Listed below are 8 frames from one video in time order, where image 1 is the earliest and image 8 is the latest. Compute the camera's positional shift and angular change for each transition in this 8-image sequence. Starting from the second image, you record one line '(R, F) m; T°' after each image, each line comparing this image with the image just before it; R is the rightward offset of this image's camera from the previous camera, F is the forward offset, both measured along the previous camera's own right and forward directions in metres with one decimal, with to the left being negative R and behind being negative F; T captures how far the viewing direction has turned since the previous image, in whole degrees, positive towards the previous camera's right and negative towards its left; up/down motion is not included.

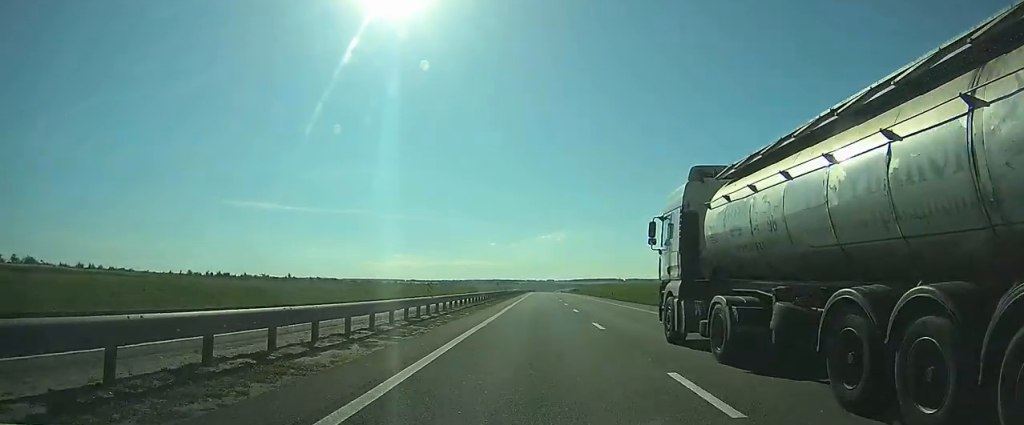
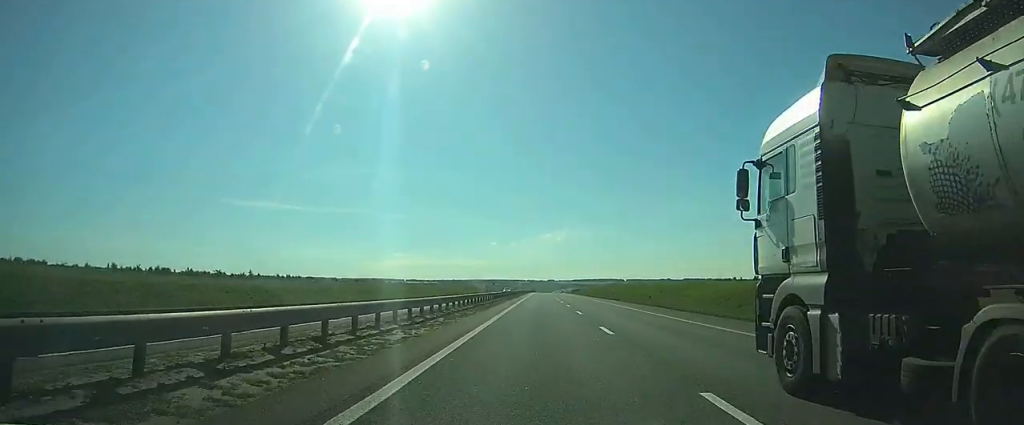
(+0.1, +25.3) m; 0°
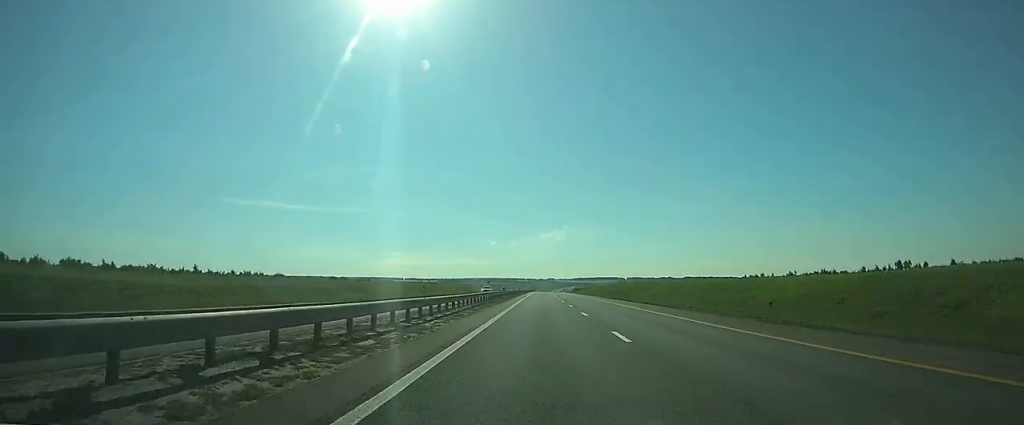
(-0.2, +26.3) m; 0°
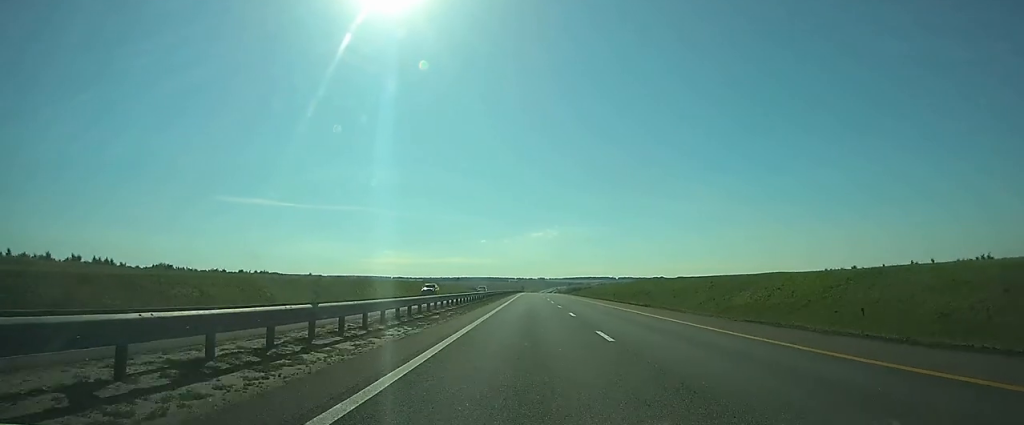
(-0.1, +58.8) m; 0°
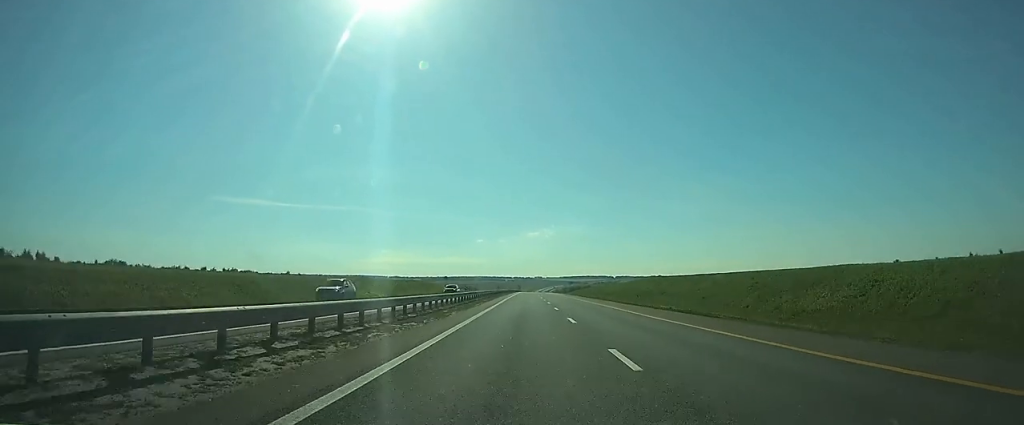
(0.0, +16.8) m; 0°
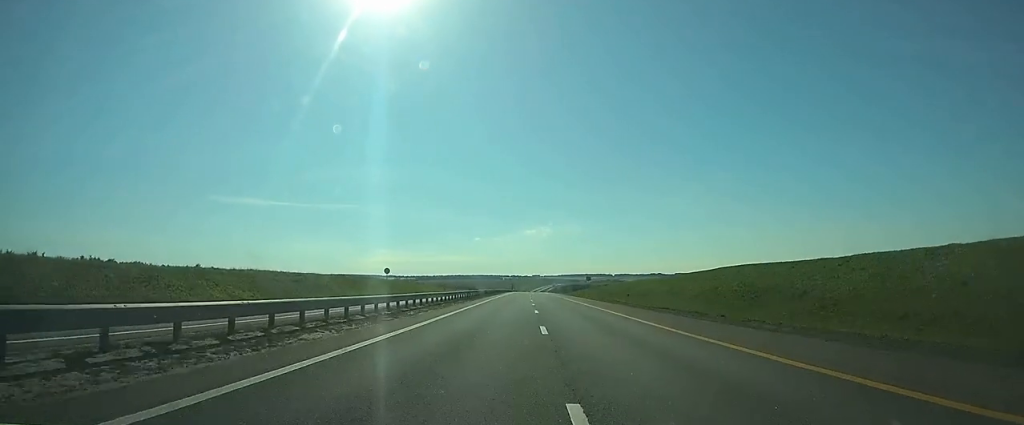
(+0.4, +52.6) m; +1°
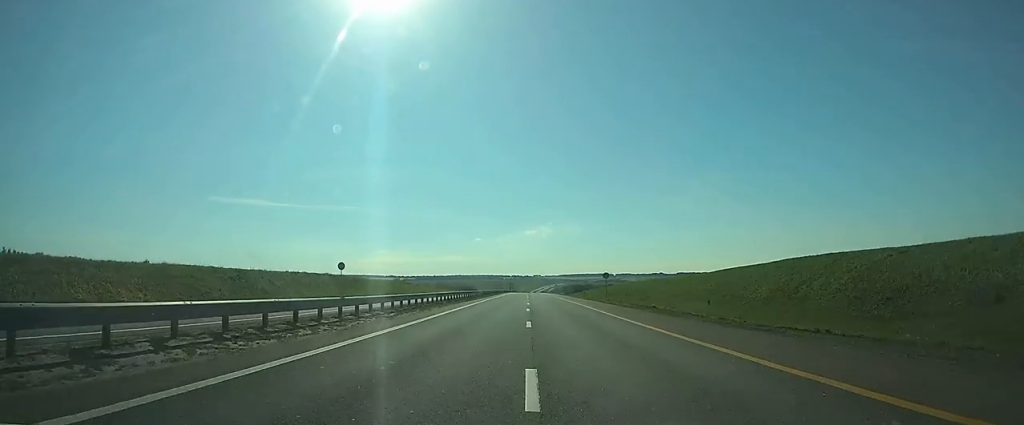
(0.0, +21.1) m; 0°
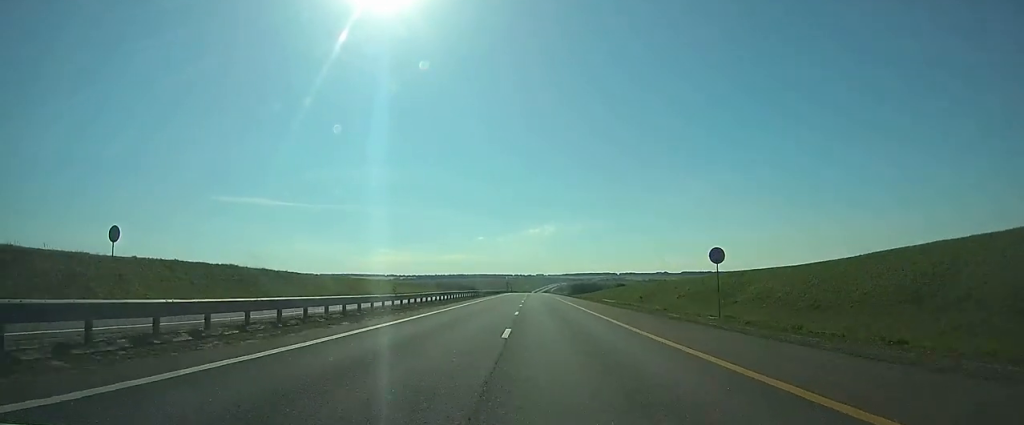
(+0.1, +39.2) m; 0°
